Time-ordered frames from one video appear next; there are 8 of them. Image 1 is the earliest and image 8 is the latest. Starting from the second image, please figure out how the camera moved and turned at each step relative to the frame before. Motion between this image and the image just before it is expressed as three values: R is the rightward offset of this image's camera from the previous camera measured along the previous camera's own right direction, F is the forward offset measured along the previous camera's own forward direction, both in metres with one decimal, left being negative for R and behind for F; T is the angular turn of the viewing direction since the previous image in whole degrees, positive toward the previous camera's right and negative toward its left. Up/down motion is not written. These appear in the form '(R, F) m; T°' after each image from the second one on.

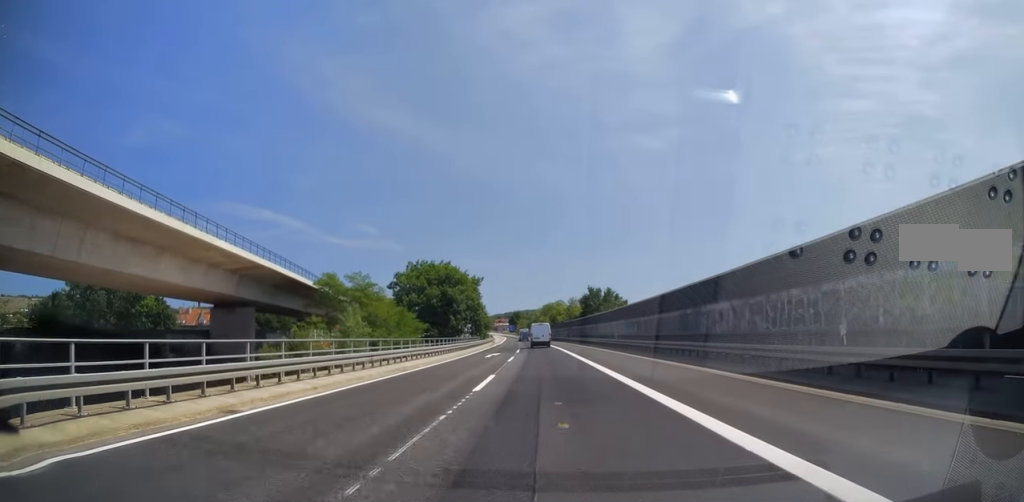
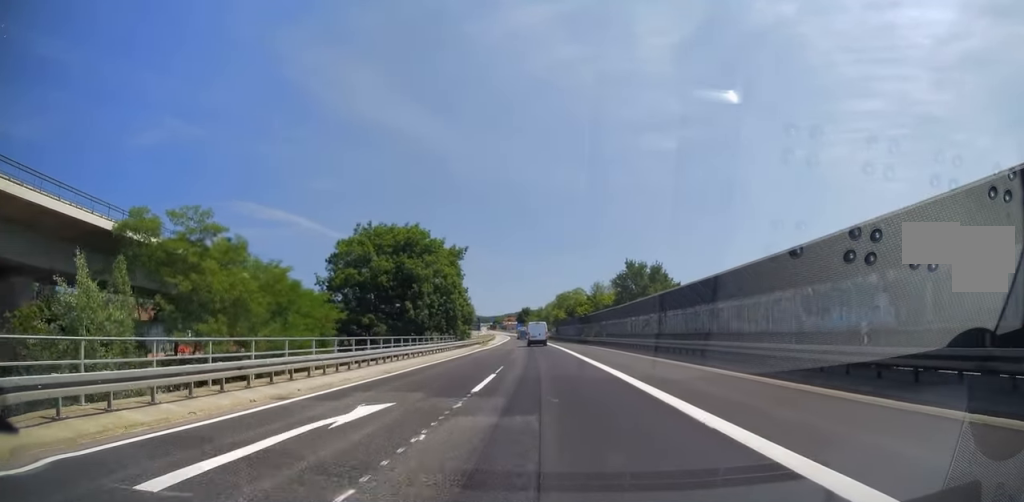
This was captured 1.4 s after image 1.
(-0.5, +36.7) m; -2°
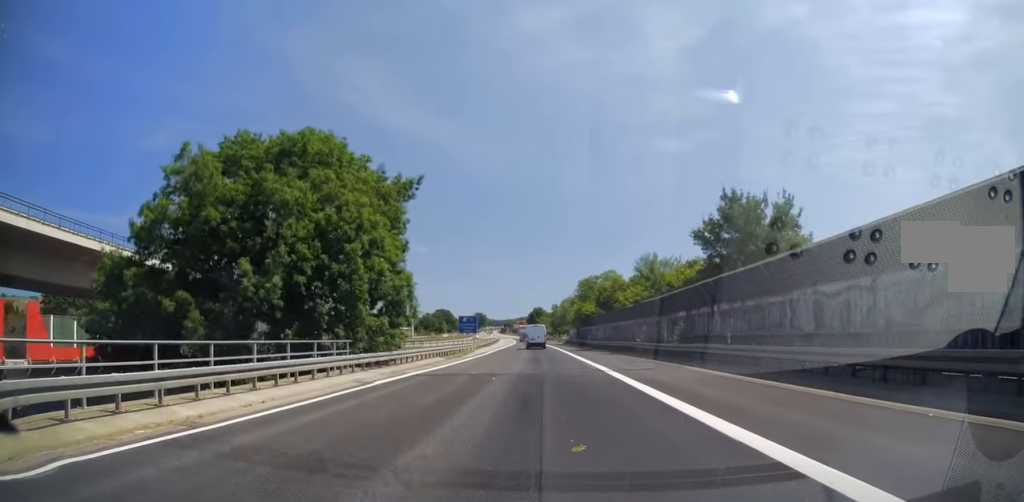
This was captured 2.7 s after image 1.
(-0.3, +34.7) m; -1°
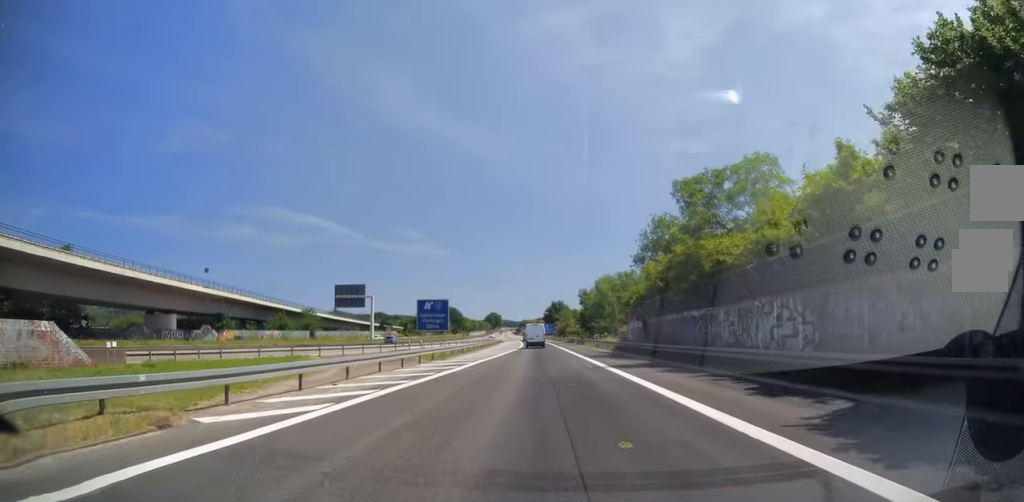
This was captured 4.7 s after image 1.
(-0.9, +50.5) m; -1°
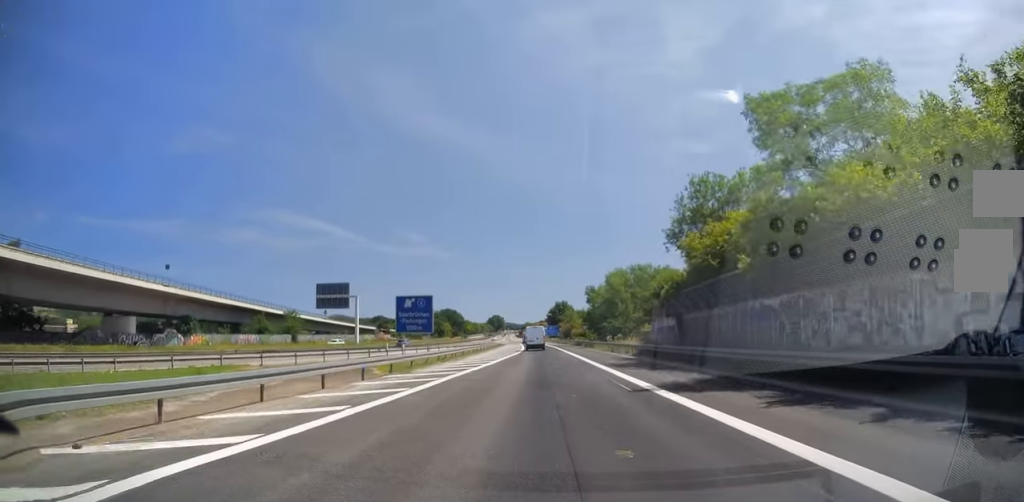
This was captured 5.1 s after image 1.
(0.0, +10.5) m; 0°
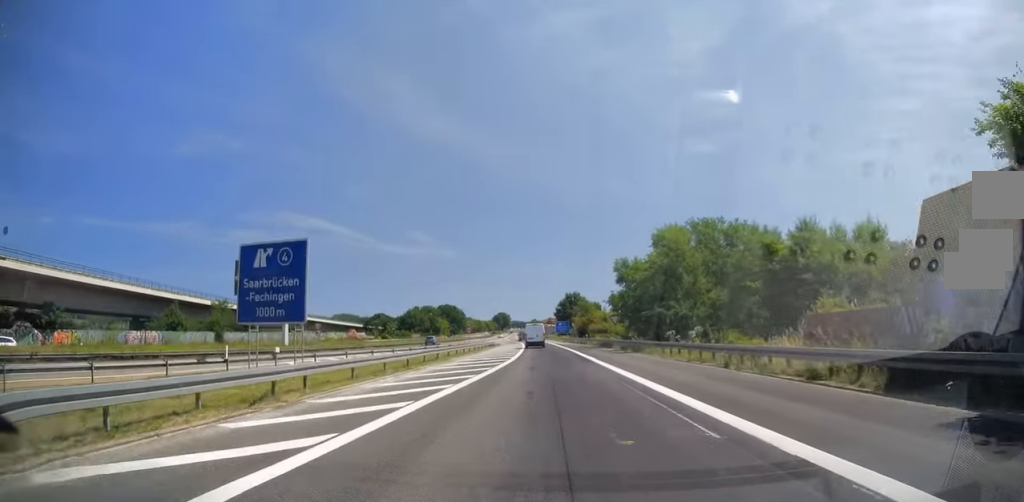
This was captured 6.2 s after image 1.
(0.0, +29.8) m; 0°
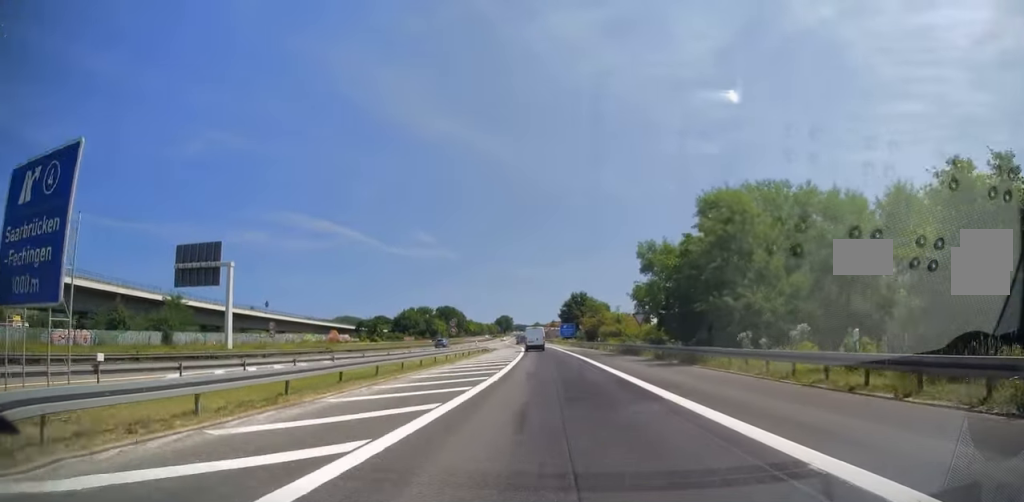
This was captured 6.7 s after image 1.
(+0.1, +13.6) m; -1°
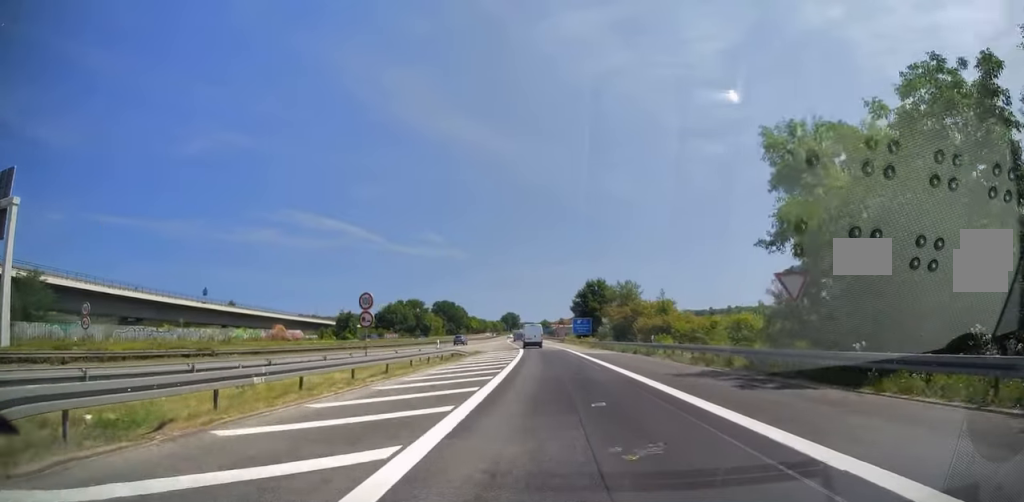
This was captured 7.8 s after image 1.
(-0.4, +28.1) m; -2°
